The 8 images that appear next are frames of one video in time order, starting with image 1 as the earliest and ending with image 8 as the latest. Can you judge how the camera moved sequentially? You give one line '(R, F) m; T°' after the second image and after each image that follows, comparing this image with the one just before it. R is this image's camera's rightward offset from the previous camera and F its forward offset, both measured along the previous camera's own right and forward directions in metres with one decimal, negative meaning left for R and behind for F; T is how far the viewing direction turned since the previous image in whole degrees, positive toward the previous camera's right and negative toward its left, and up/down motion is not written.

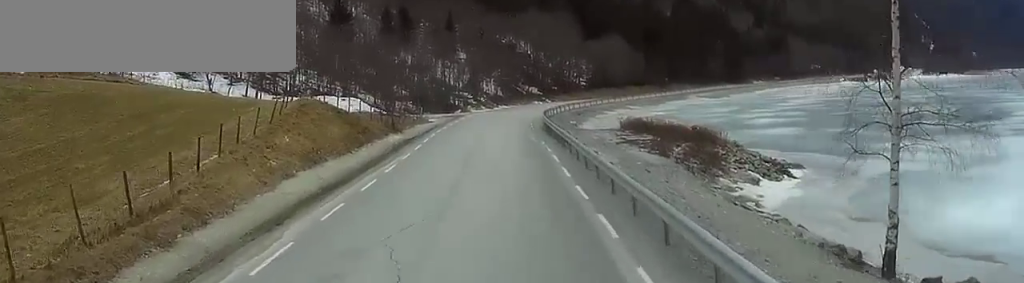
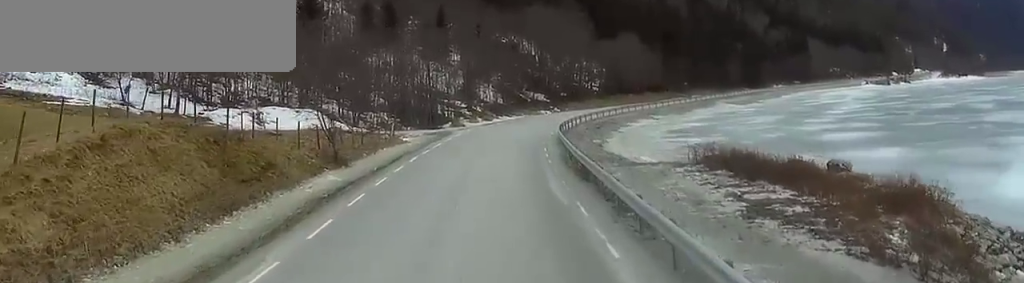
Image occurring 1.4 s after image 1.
(+4.2, +22.5) m; +22°
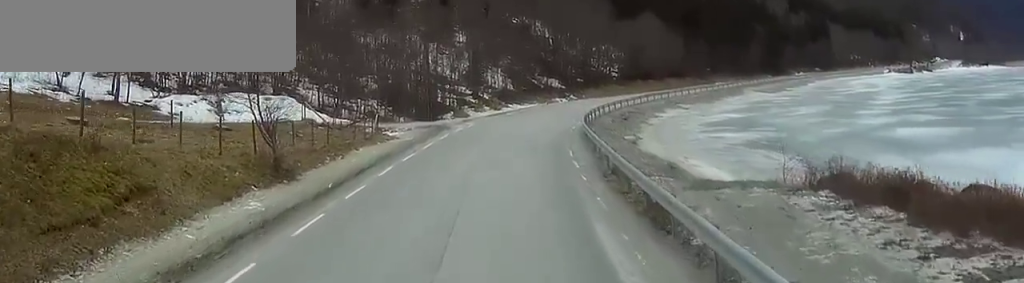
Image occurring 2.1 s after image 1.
(+1.4, +14.1) m; +2°
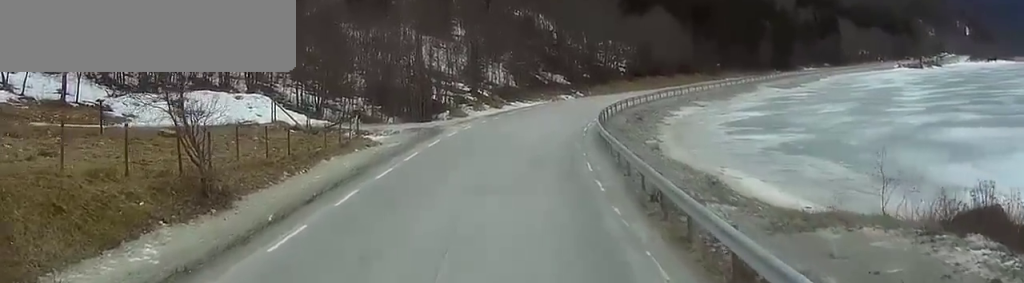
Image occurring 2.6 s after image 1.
(-0.4, +8.3) m; -5°
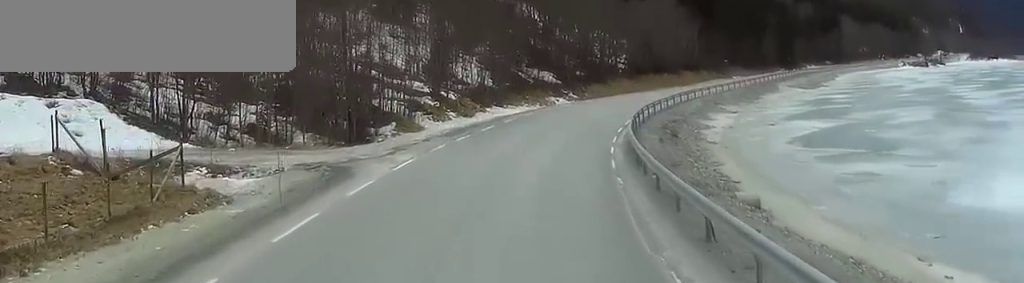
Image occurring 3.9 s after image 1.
(-2.0, +24.1) m; -6°
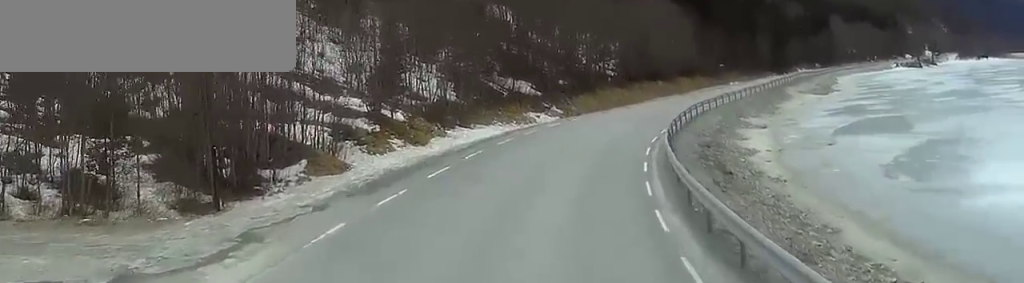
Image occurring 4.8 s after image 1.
(-0.3, +18.5) m; +1°
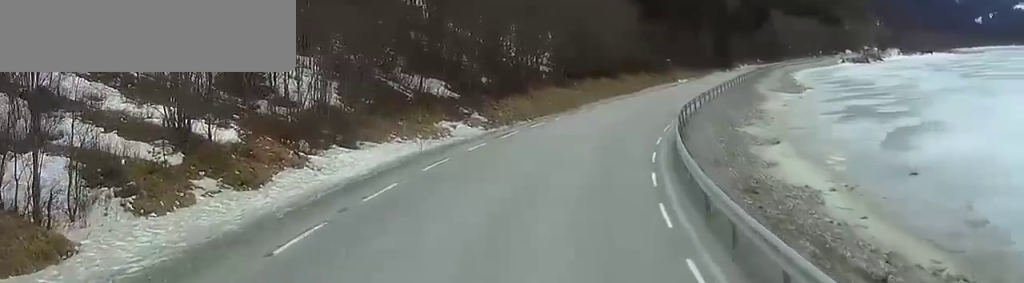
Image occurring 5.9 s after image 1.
(+0.8, +20.7) m; +6°
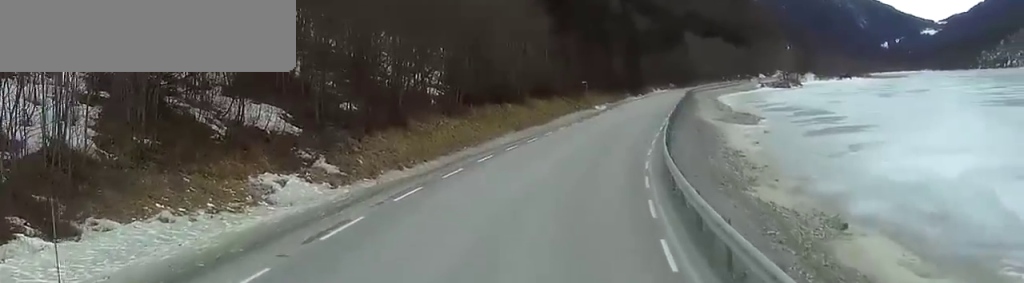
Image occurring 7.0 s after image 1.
(+1.5, +21.3) m; +8°
